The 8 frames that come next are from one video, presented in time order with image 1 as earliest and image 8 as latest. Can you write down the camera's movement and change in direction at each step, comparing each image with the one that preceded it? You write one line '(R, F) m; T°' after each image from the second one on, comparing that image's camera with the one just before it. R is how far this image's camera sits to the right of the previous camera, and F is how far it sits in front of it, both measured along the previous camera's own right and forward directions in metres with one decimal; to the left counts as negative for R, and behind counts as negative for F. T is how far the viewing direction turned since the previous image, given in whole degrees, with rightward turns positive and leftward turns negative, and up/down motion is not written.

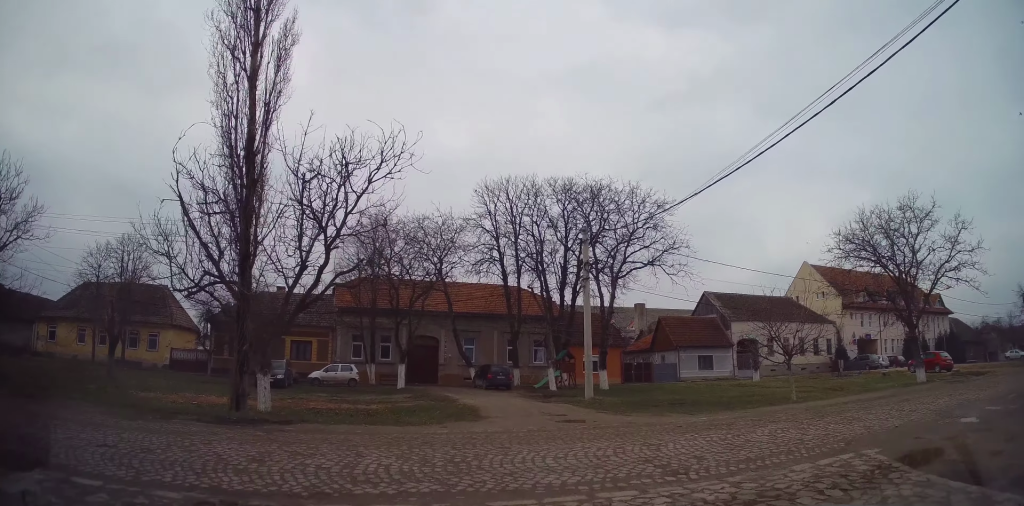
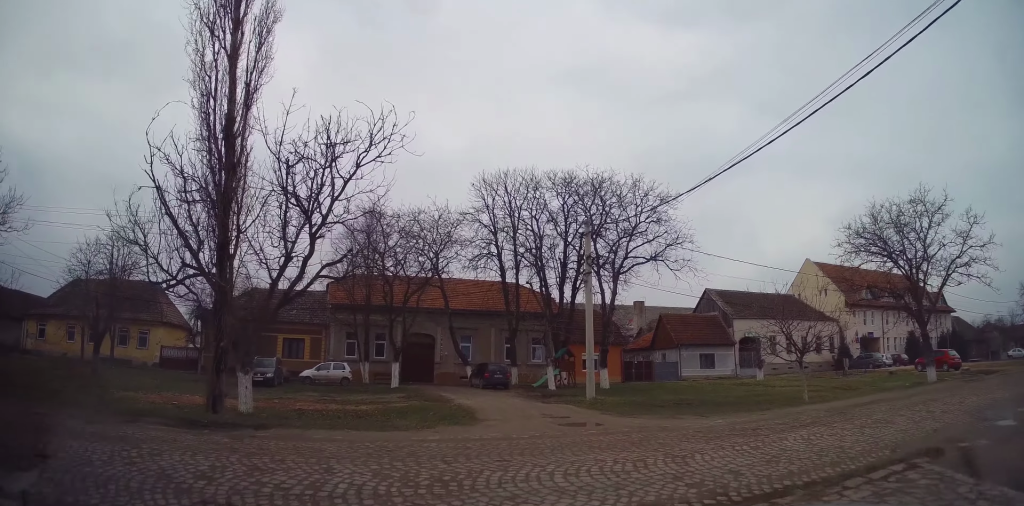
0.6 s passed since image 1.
(+0.1, +1.2) m; +3°
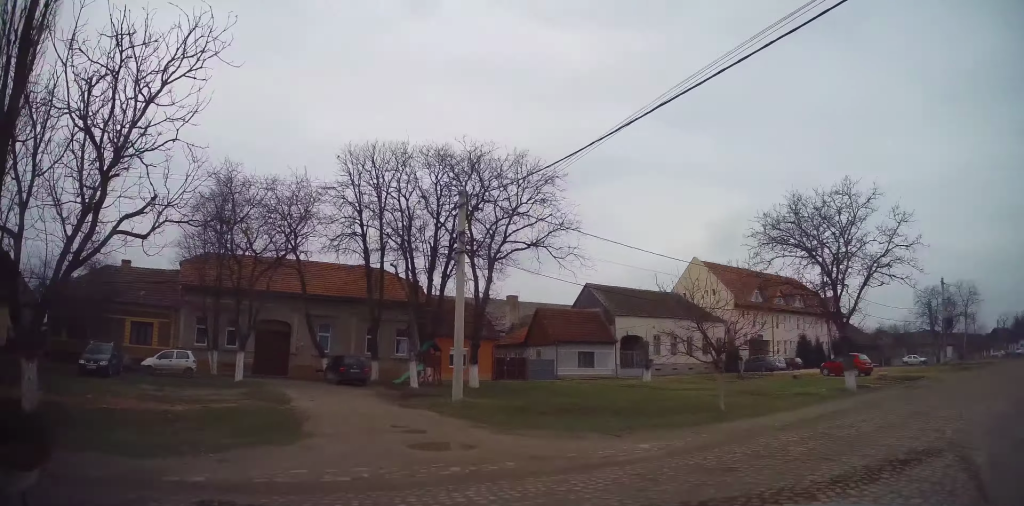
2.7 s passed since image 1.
(-0.6, +3.7) m; +10°
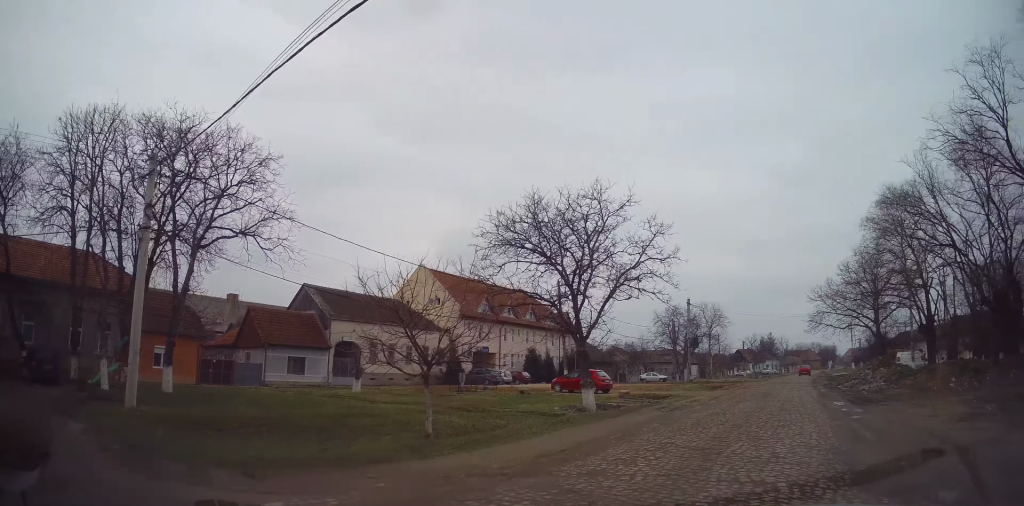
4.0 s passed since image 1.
(+1.3, +2.9) m; +31°
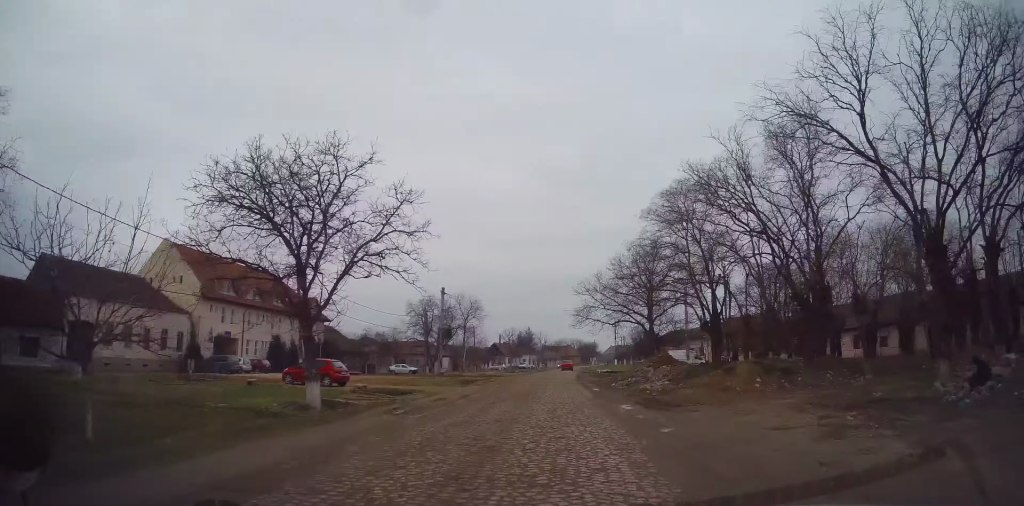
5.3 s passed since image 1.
(+0.4, +3.7) m; +17°
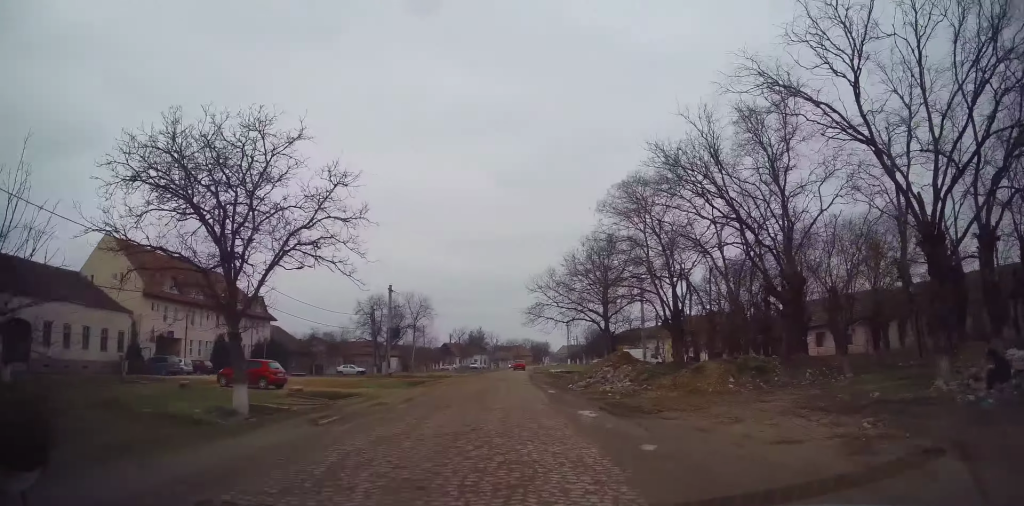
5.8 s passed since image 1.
(+0.2, +1.9) m; +5°
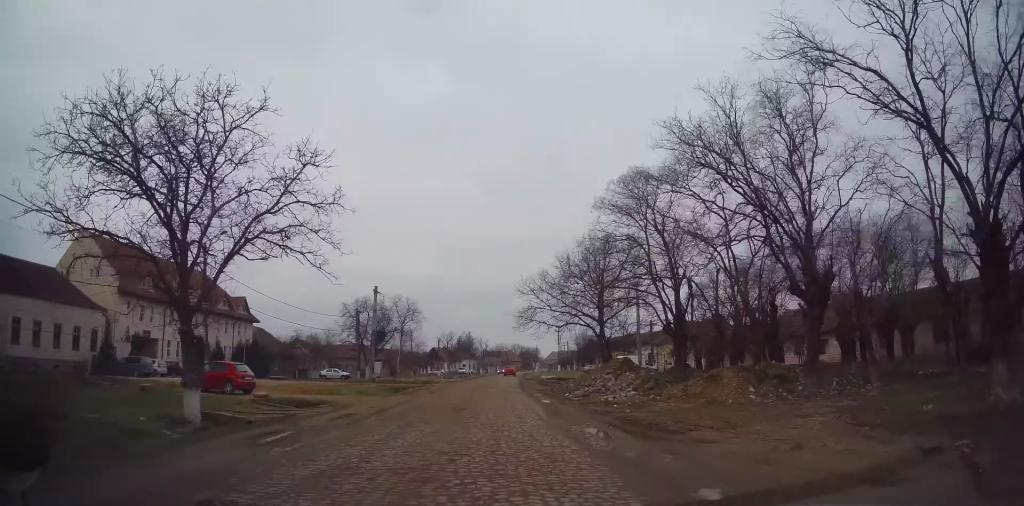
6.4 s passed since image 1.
(+0.2, +2.1) m; +4°
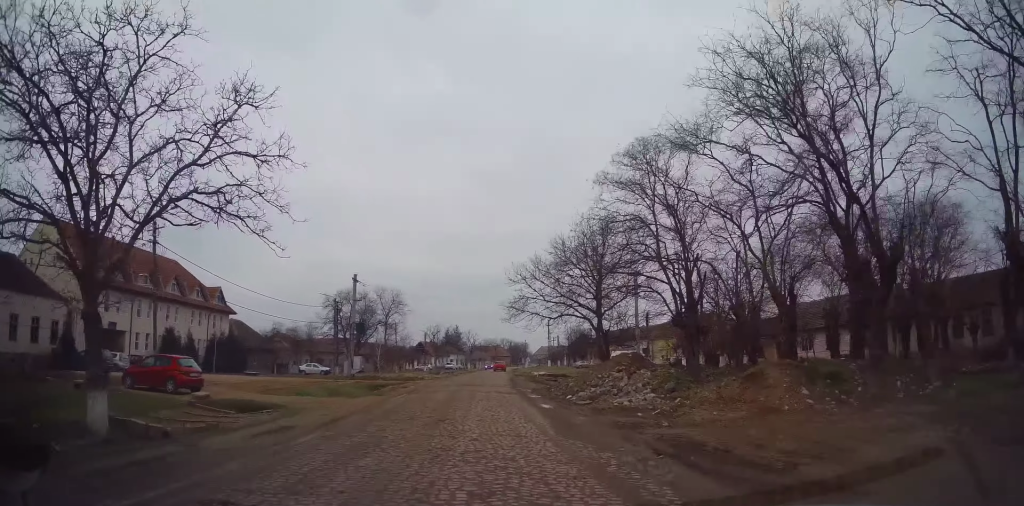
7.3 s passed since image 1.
(-0.1, +3.8) m; +3°
